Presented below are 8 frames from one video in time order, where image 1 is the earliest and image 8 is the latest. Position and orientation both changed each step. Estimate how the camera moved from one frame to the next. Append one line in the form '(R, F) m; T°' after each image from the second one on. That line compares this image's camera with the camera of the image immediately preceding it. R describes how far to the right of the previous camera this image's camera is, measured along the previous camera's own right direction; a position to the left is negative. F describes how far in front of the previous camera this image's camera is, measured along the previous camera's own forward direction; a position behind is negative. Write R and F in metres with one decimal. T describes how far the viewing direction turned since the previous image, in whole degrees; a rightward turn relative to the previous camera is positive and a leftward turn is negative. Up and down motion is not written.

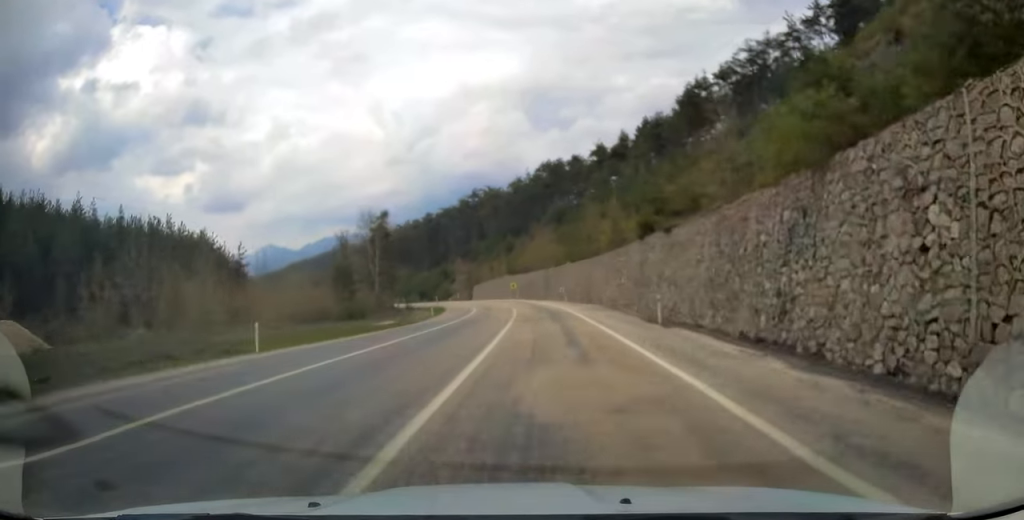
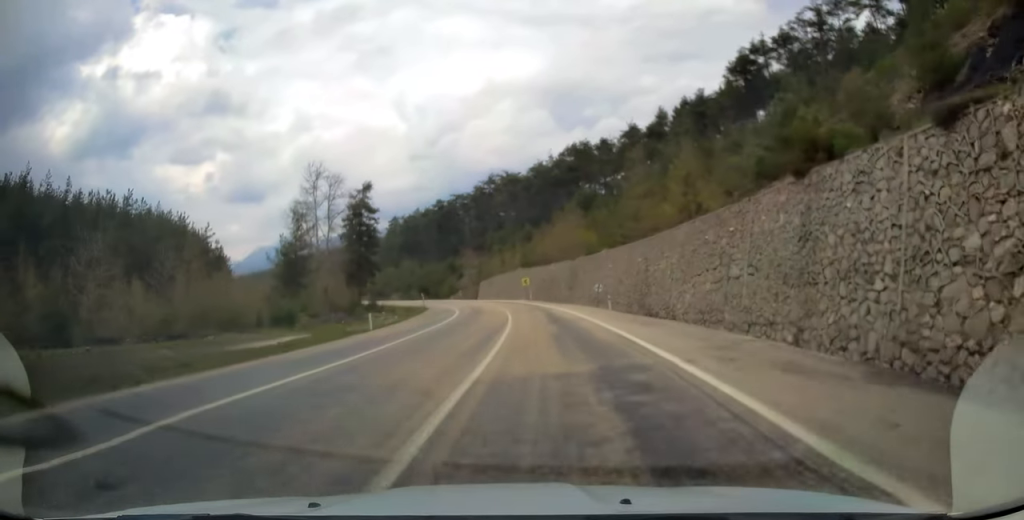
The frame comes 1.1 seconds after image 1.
(-0.1, +26.2) m; -1°
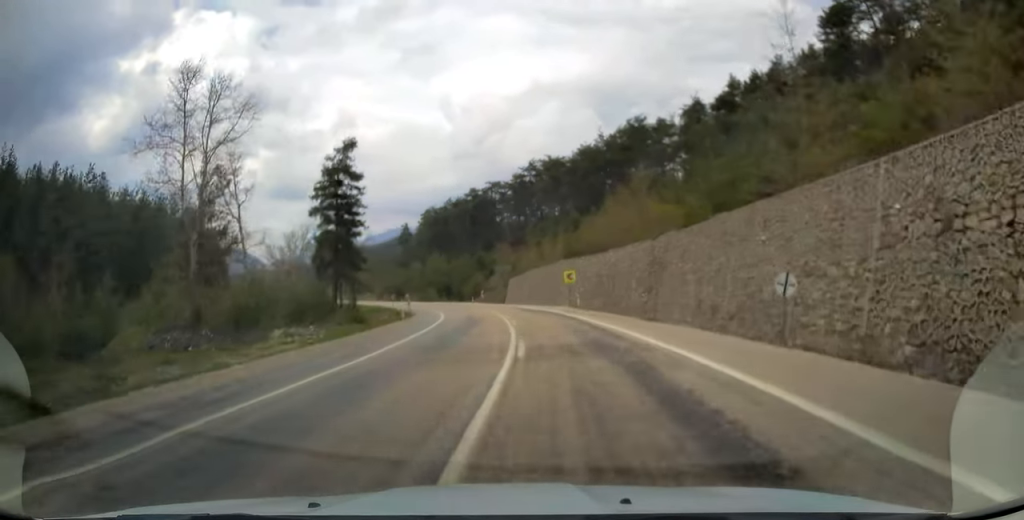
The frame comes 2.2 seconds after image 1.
(-0.8, +28.5) m; -5°
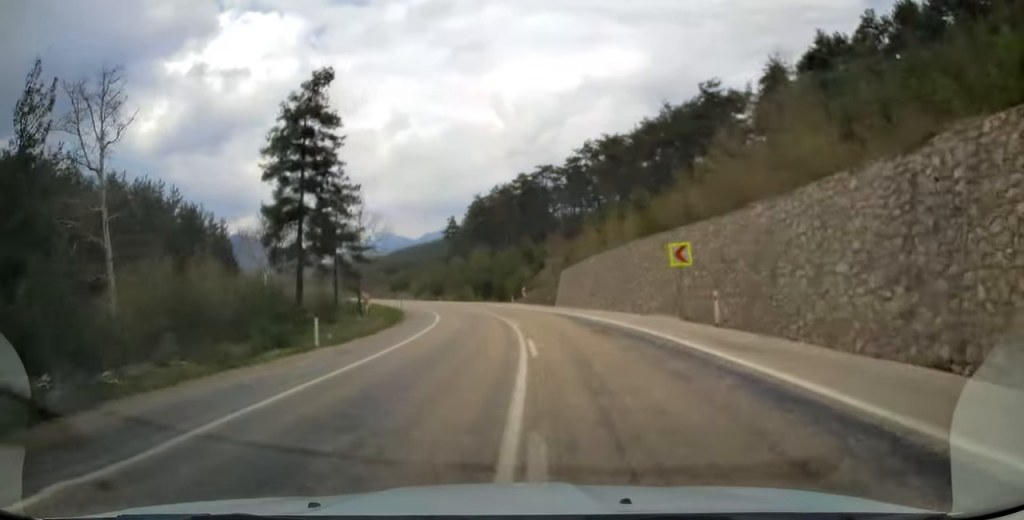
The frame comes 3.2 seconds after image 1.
(-1.0, +23.5) m; -5°
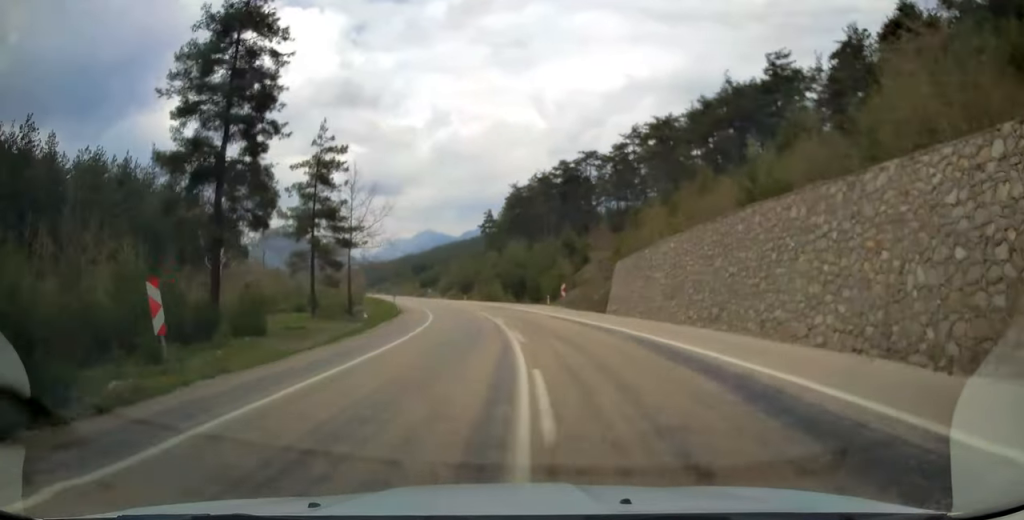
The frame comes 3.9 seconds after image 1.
(-0.6, +17.8) m; -4°
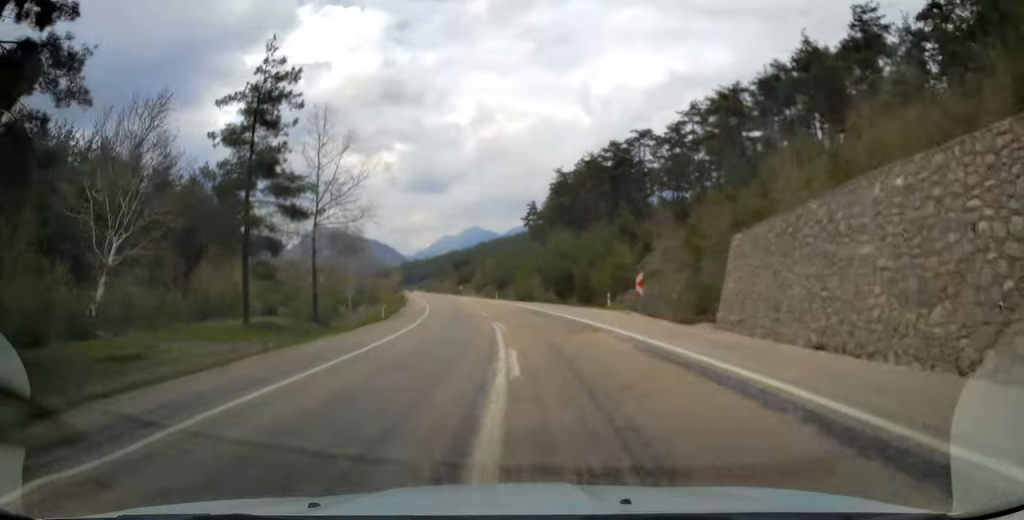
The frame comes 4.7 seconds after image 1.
(-0.6, +19.2) m; -4°
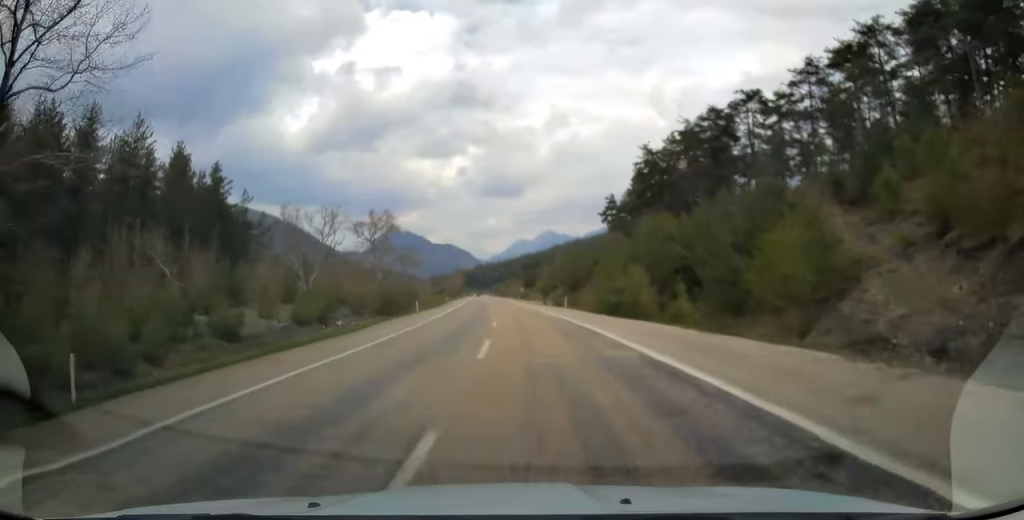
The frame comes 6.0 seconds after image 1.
(-1.8, +30.5) m; -6°
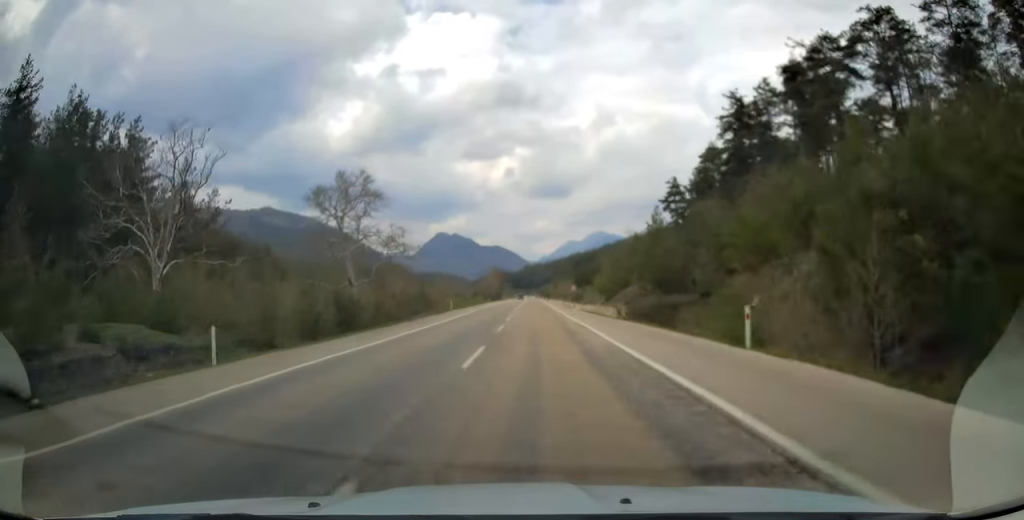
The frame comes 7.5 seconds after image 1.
(-1.8, +35.0) m; -5°
